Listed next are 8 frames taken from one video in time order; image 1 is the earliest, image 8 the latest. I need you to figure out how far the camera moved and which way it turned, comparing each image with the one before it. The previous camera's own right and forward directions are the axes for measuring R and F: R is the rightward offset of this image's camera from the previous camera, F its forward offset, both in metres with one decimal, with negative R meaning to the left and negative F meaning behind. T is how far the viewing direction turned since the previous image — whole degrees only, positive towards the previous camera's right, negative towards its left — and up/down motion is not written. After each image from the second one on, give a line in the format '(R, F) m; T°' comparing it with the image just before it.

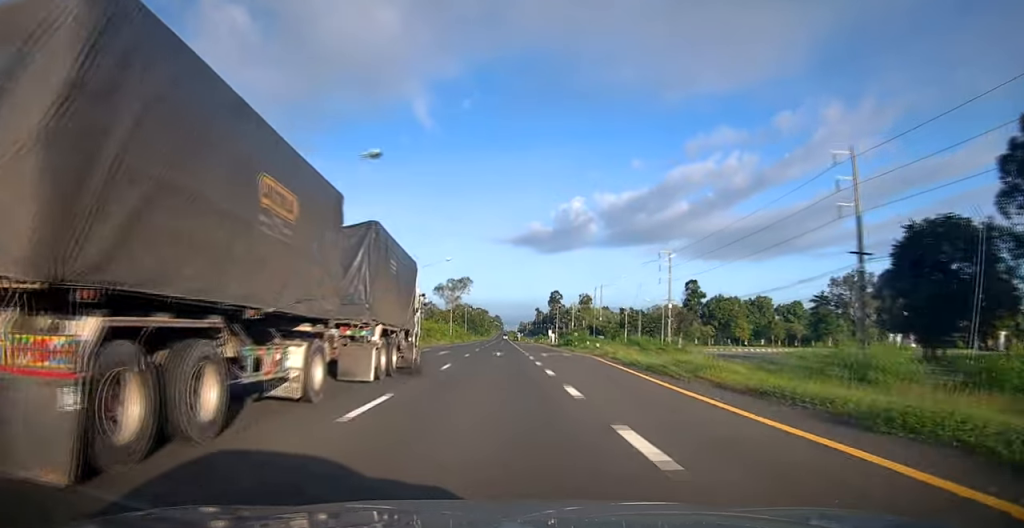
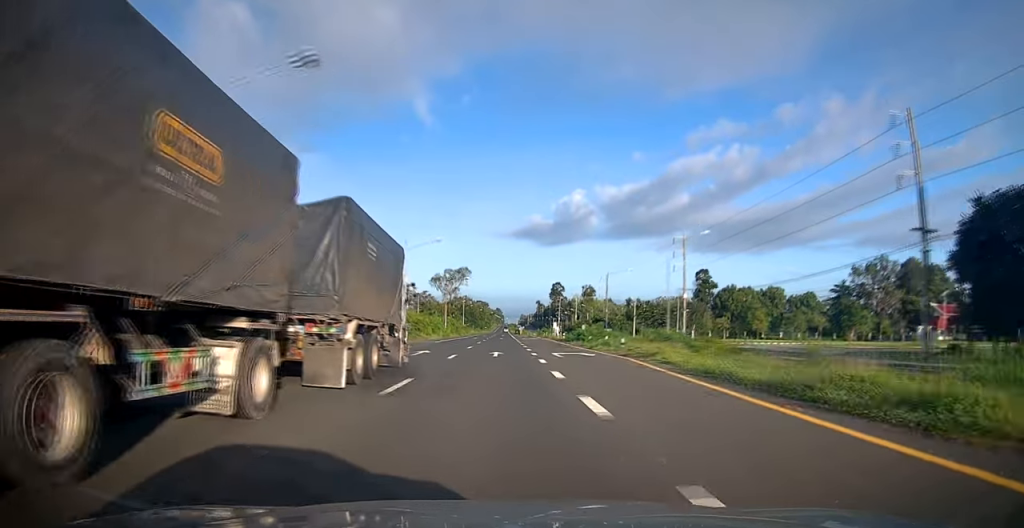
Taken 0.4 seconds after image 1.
(0.0, +9.1) m; 0°
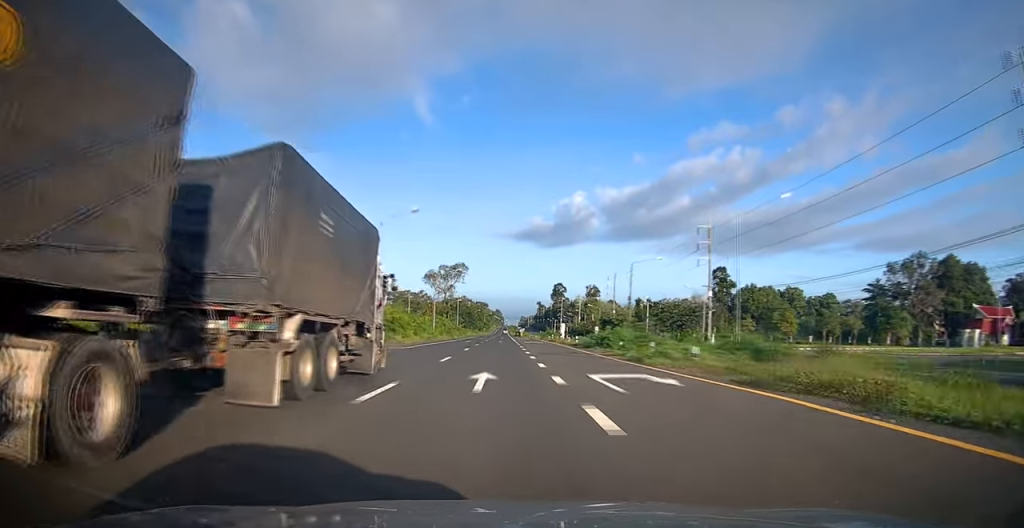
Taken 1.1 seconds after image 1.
(0.0, +13.3) m; 0°
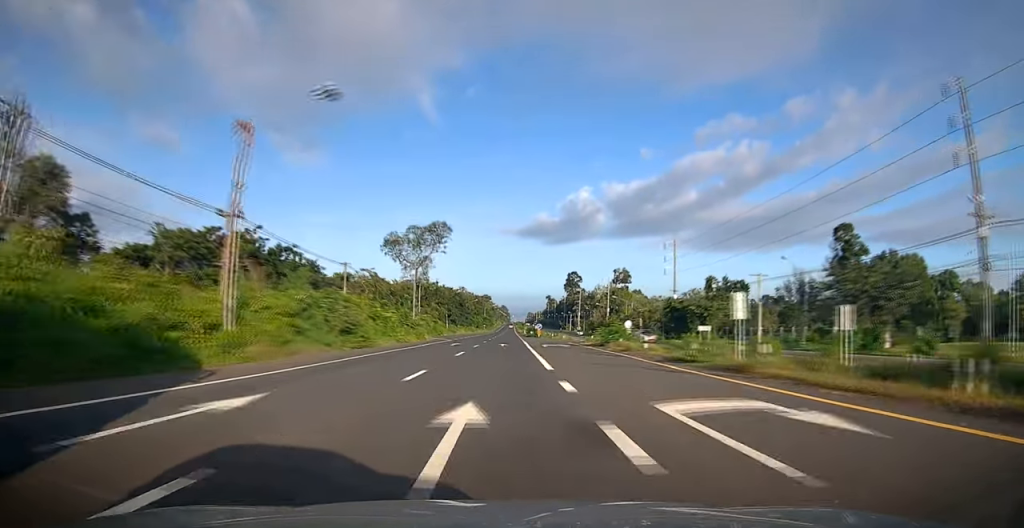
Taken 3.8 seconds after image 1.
(-0.1, +56.2) m; 0°
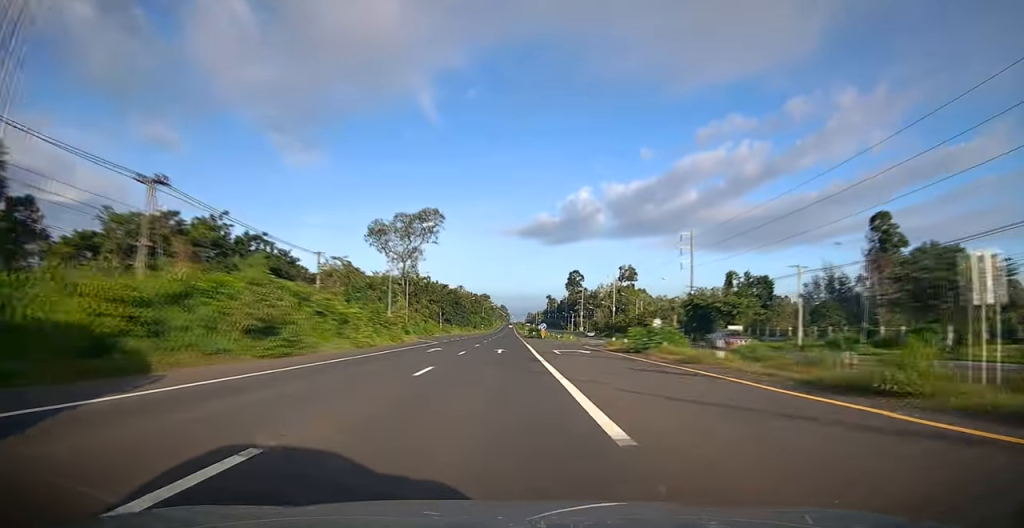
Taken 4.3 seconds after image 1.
(+0.1, +10.9) m; 0°
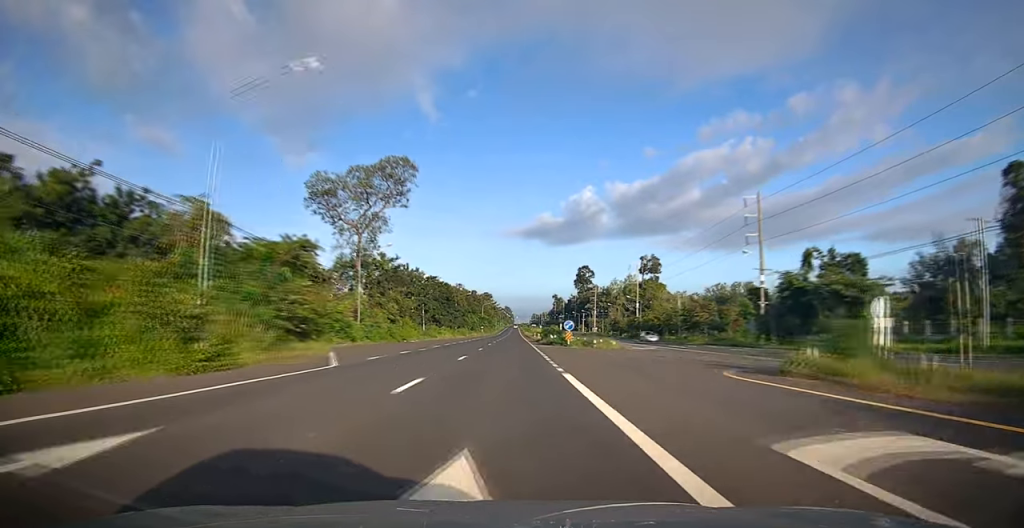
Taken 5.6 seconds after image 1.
(-0.1, +27.7) m; 0°
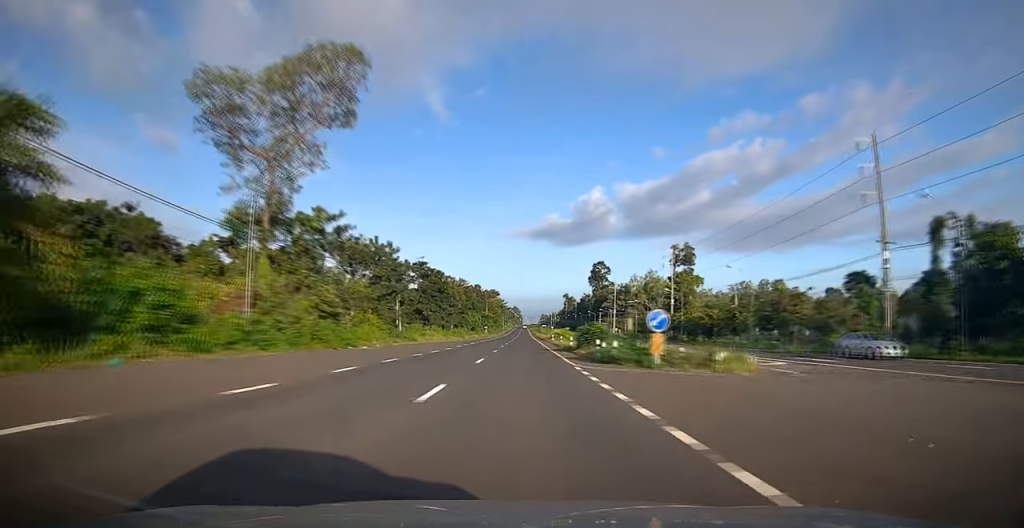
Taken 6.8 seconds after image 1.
(-0.2, +25.1) m; -2°
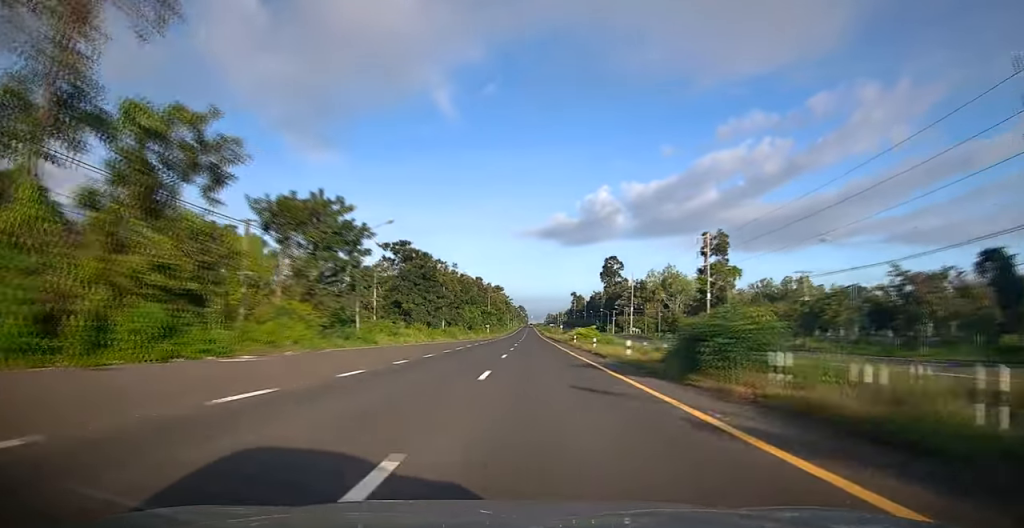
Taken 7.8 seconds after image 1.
(-0.5, +20.0) m; 0°
